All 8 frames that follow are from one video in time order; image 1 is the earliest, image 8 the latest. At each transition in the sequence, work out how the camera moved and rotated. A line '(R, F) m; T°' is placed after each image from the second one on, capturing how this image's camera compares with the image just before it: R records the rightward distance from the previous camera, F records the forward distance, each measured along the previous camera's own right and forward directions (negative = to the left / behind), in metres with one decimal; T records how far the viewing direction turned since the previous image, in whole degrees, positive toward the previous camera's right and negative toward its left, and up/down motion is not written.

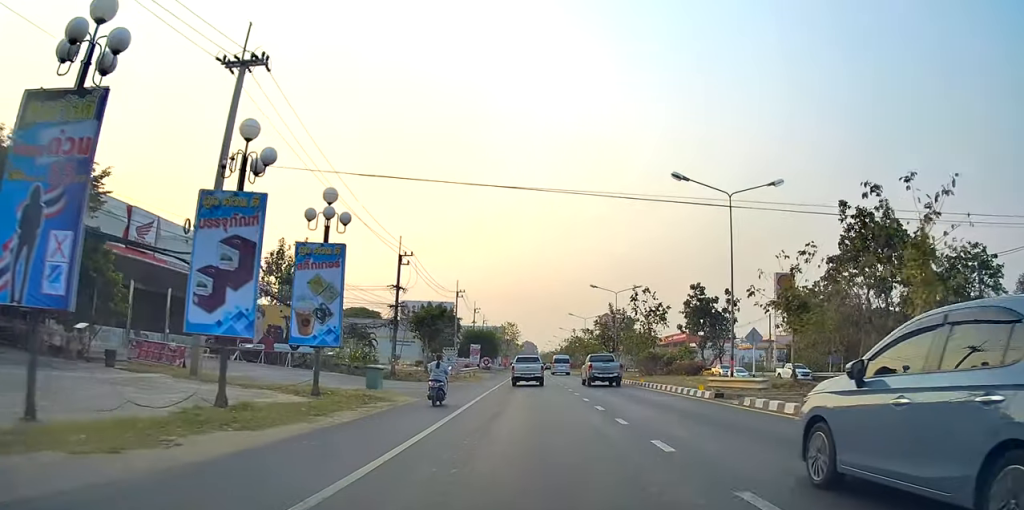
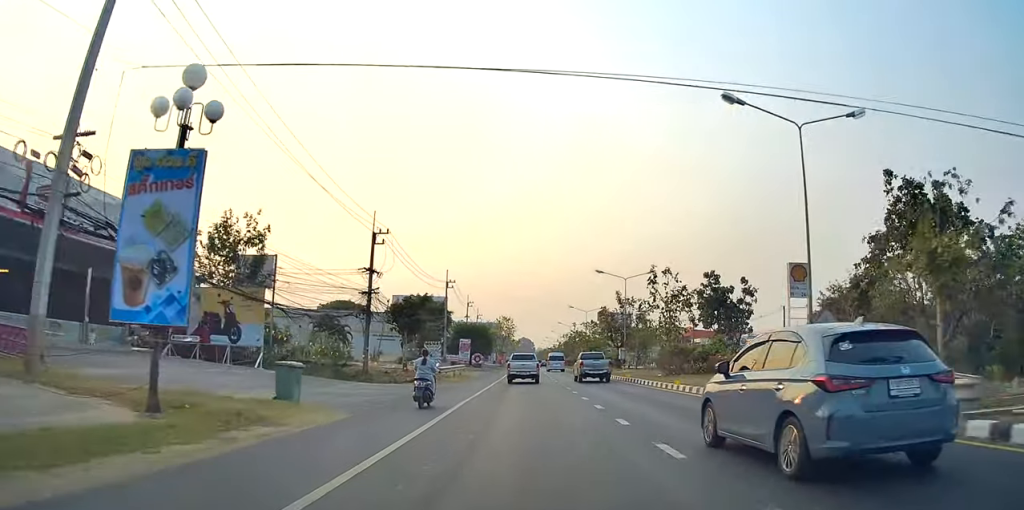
(+0.1, +8.6) m; -2°
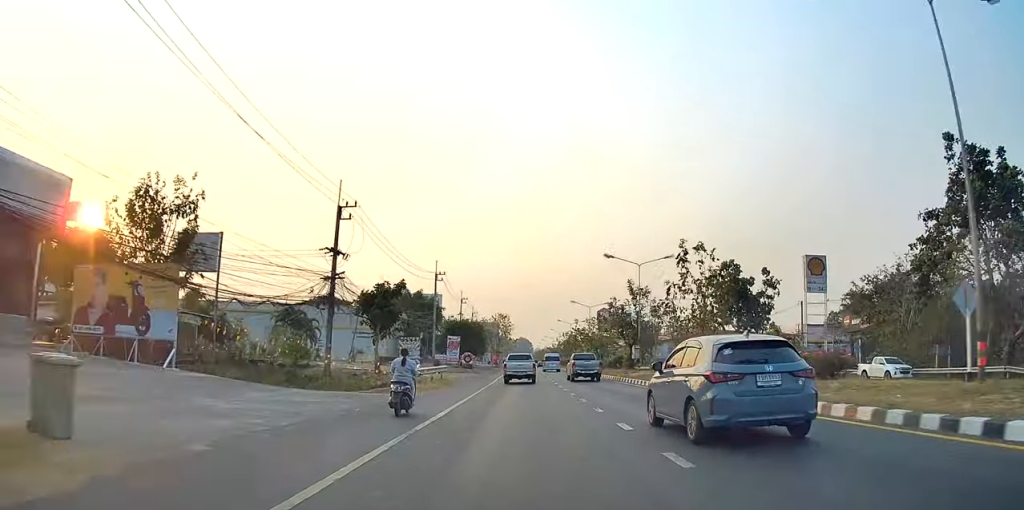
(-0.3, +8.6) m; -1°
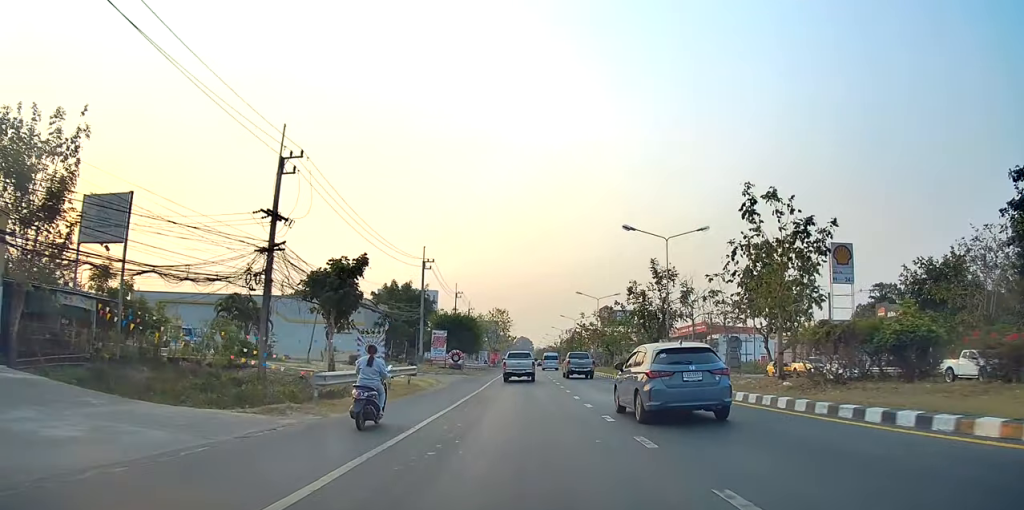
(-0.2, +10.0) m; 0°
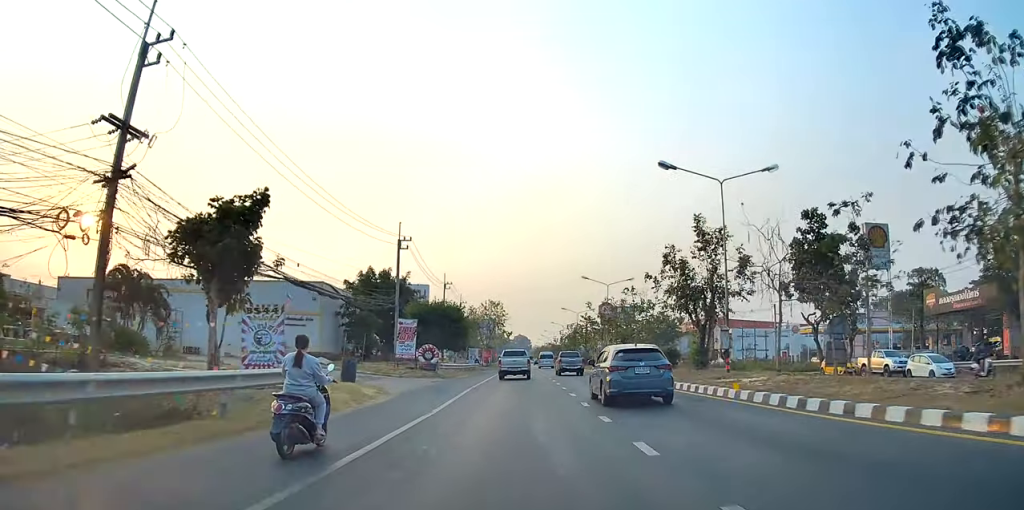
(+0.3, +12.3) m; +1°
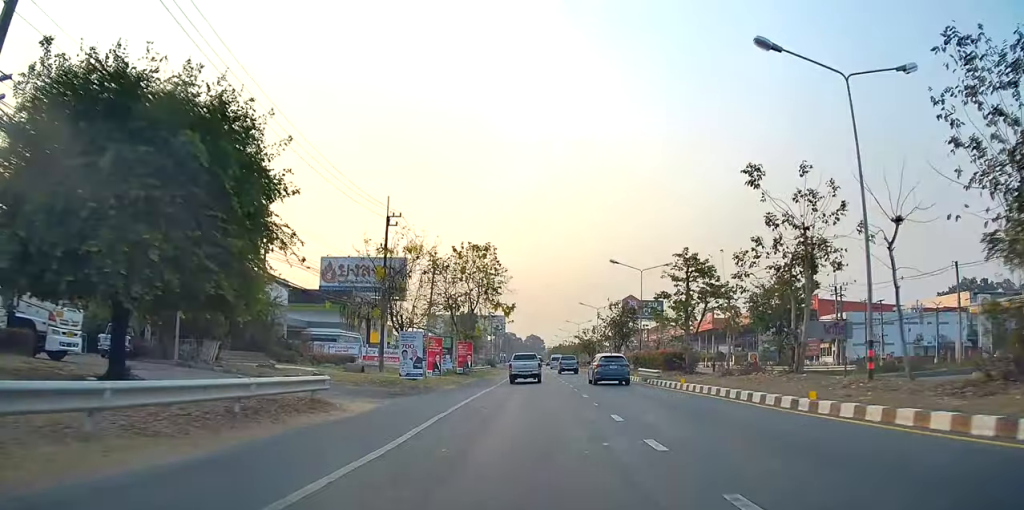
(-0.2, +51.4) m; -4°
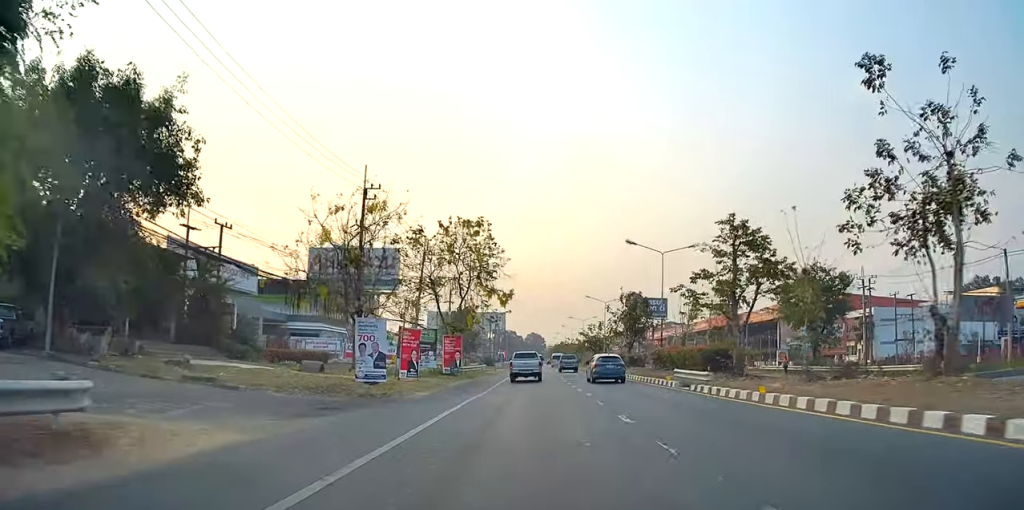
(-0.1, +8.6) m; -1°
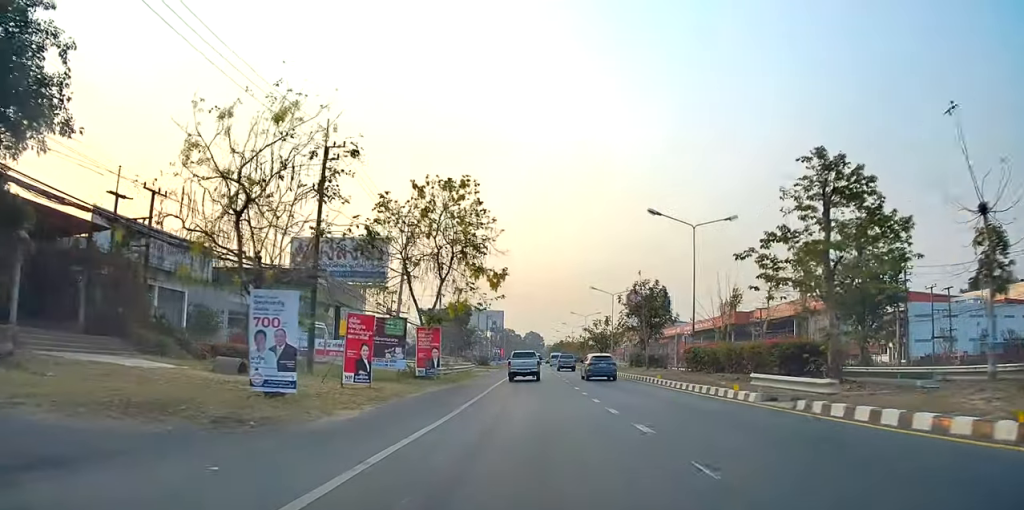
(-0.4, +10.1) m; 0°
